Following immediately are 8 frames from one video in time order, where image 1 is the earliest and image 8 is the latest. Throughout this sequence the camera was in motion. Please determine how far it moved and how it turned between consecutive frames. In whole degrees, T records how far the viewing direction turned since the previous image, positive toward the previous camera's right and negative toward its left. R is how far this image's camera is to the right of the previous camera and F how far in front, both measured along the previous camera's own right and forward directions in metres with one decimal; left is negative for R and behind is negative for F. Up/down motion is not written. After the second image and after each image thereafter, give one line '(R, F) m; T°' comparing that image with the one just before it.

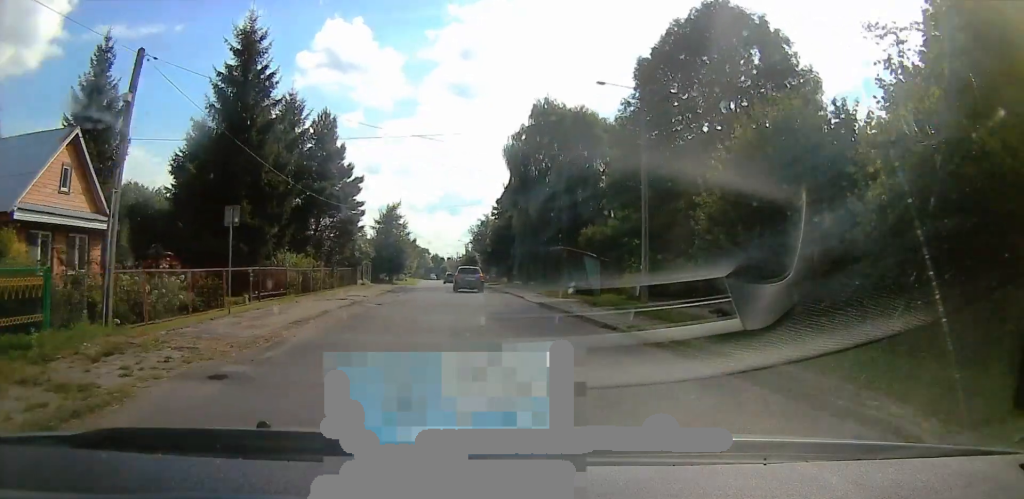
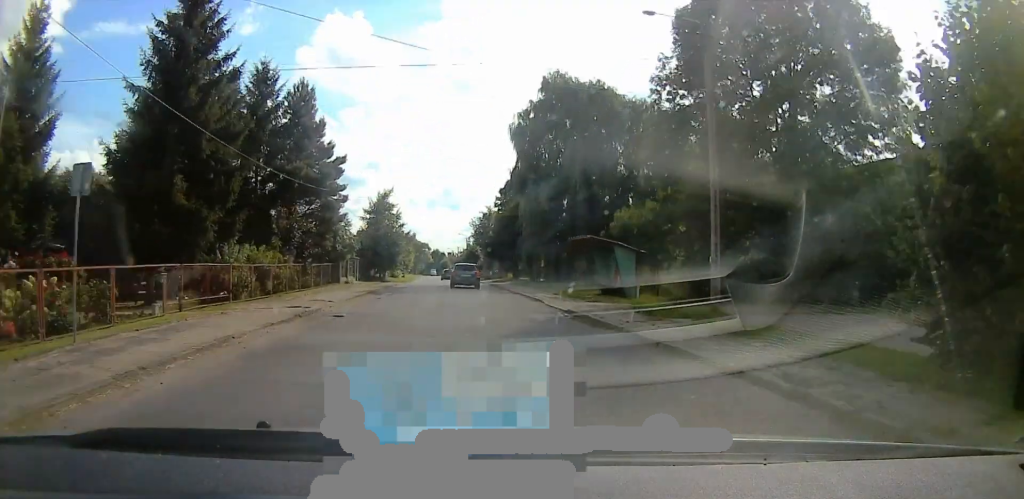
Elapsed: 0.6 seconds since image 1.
(+0.4, +7.2) m; 0°
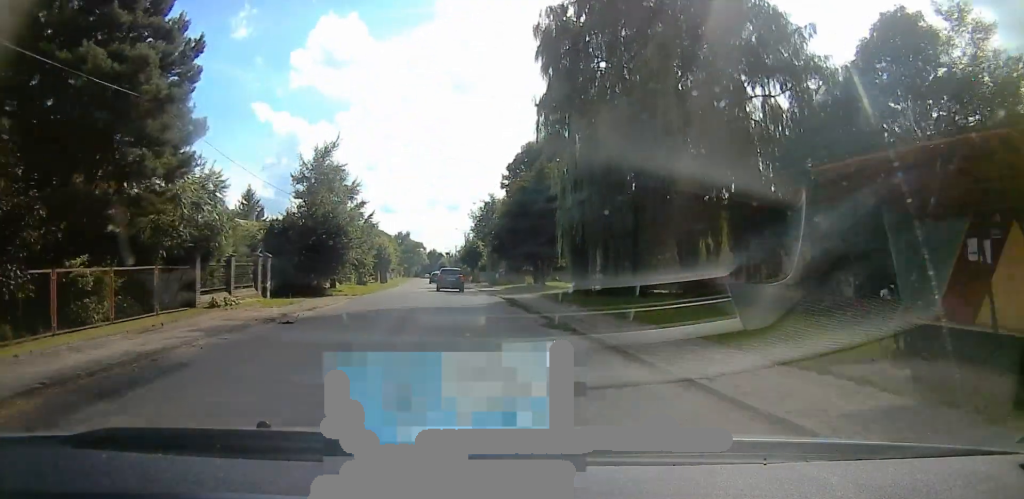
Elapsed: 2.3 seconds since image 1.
(-1.0, +22.5) m; -2°
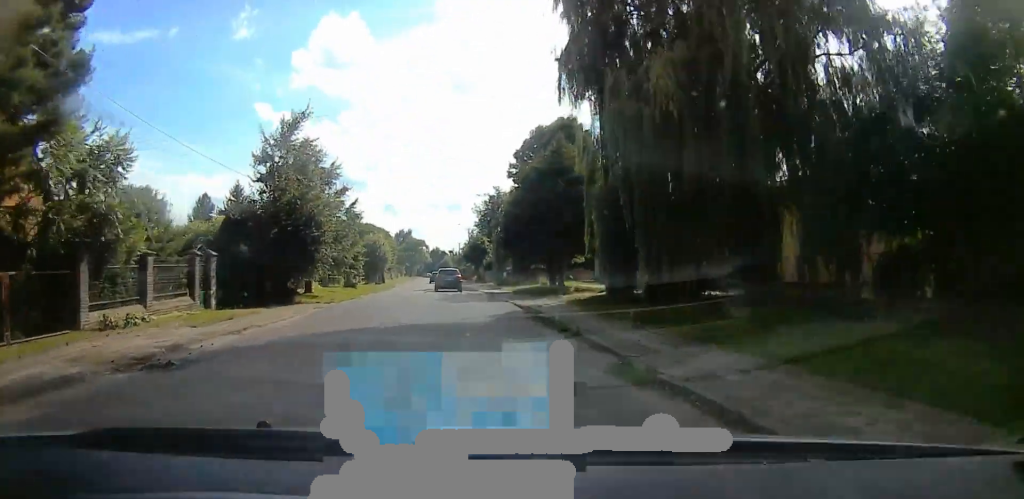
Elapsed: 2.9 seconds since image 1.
(0.0, +6.8) m; +1°
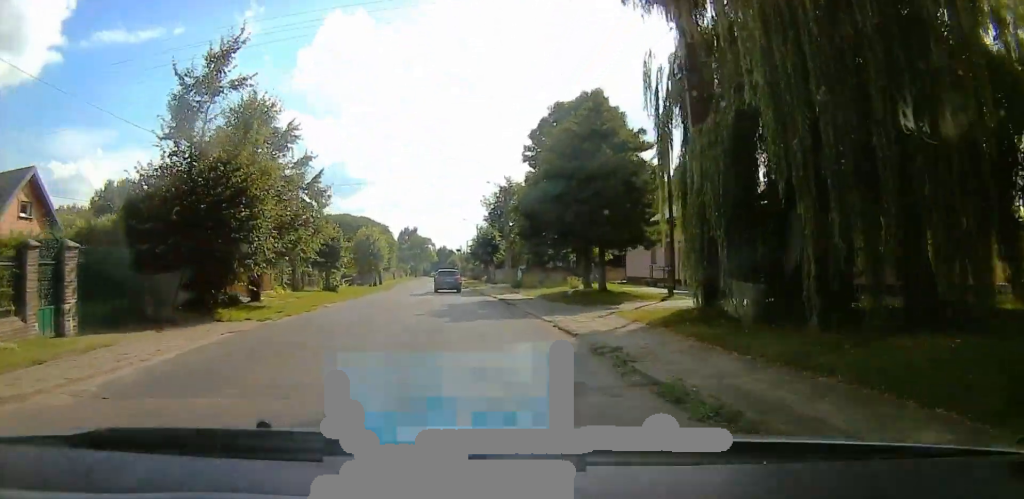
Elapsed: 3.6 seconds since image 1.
(+0.2, +8.9) m; +1°
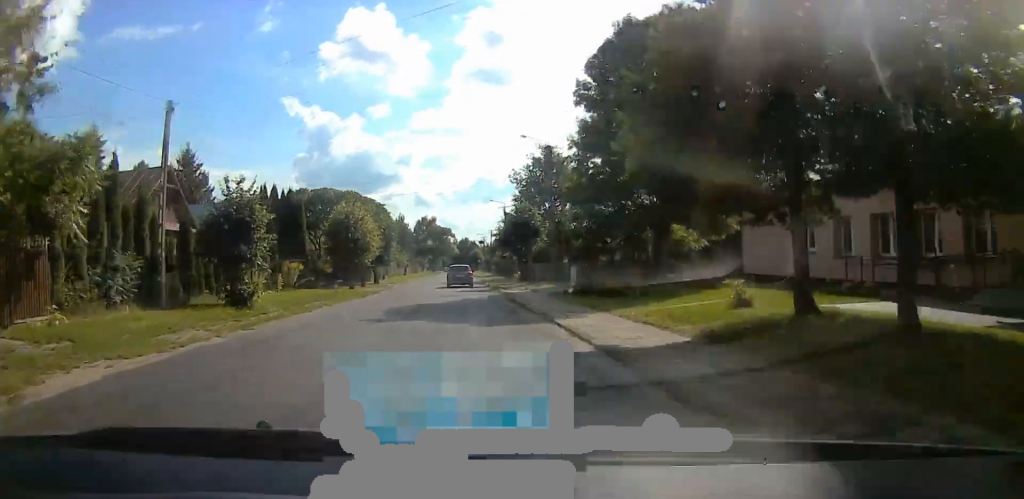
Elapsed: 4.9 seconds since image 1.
(-0.1, +17.6) m; -2°
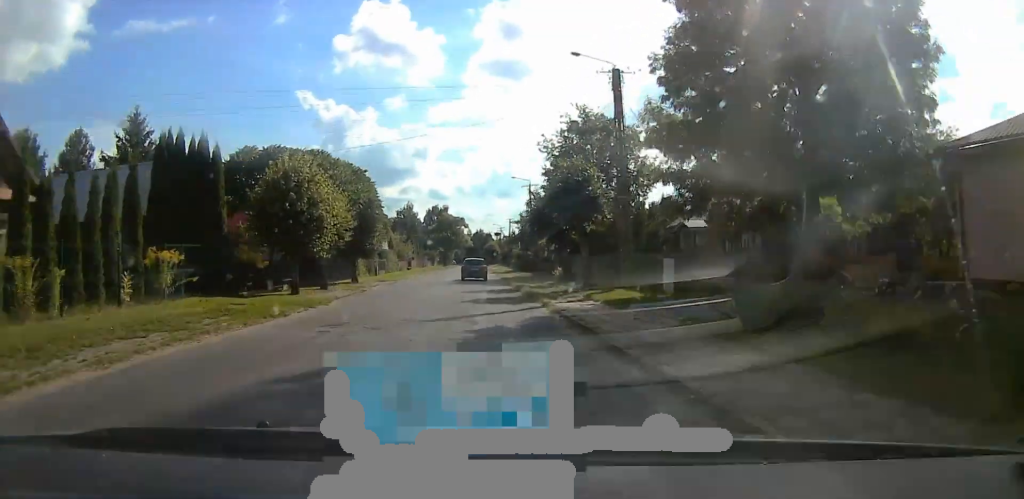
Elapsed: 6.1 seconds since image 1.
(-0.3, +14.9) m; -1°
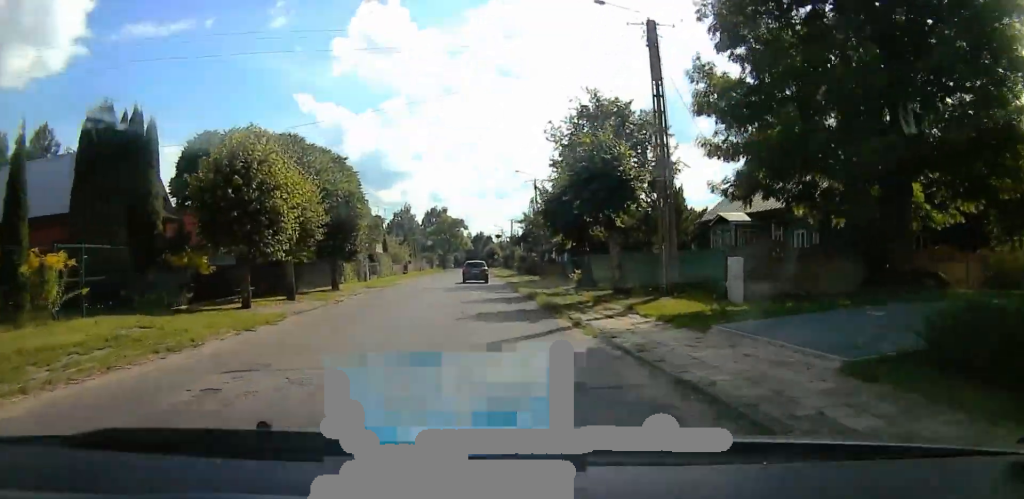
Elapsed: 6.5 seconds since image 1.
(0.0, +5.3) m; 0°
